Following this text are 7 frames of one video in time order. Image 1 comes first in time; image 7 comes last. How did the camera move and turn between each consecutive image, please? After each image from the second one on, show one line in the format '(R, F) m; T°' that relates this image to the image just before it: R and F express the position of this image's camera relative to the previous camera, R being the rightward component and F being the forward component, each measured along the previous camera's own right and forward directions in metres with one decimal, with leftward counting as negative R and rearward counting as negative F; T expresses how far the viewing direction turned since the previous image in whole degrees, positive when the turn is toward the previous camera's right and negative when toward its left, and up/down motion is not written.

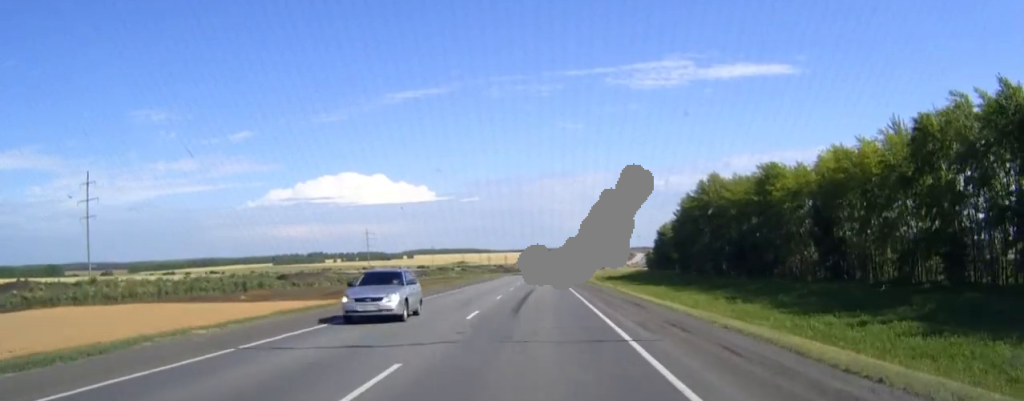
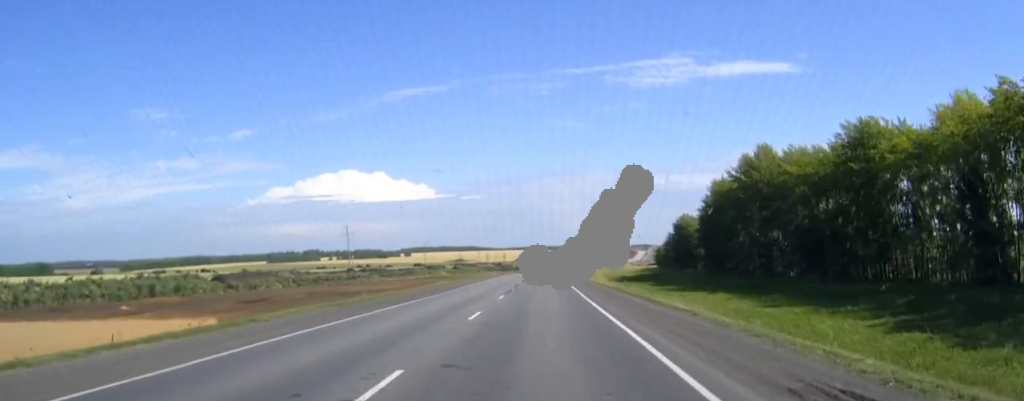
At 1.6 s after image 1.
(-0.1, +36.3) m; 0°
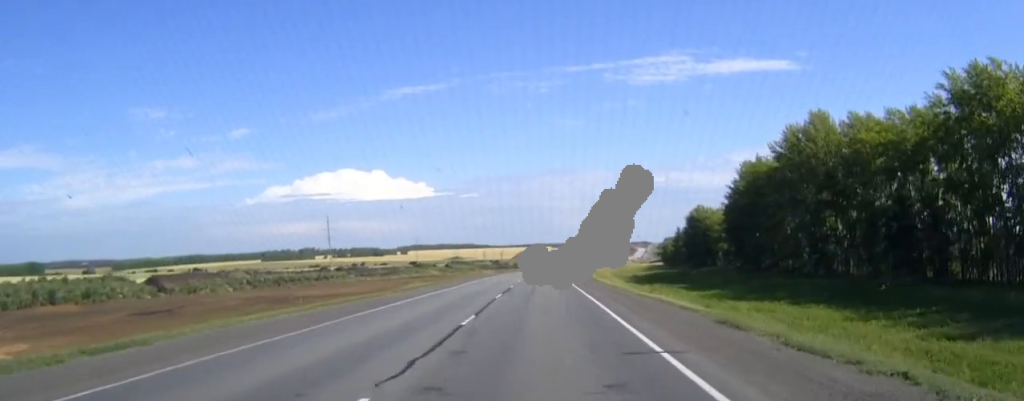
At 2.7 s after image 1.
(0.0, +25.9) m; 0°
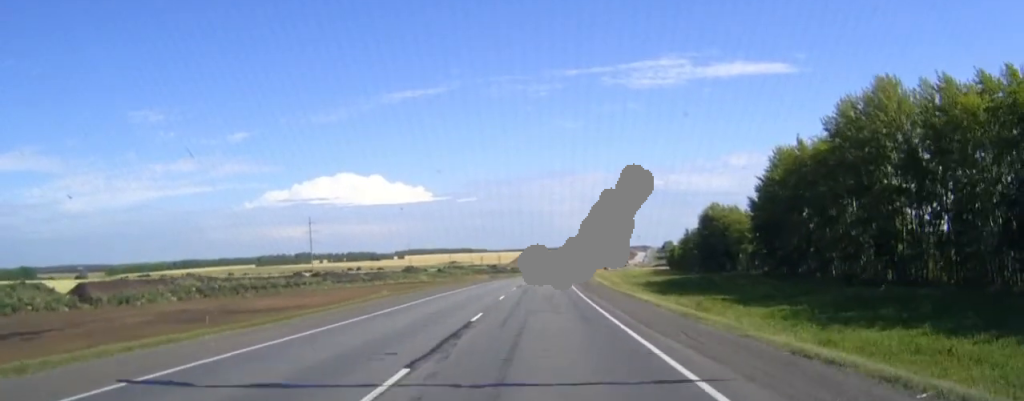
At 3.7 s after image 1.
(0.0, +21.5) m; 0°
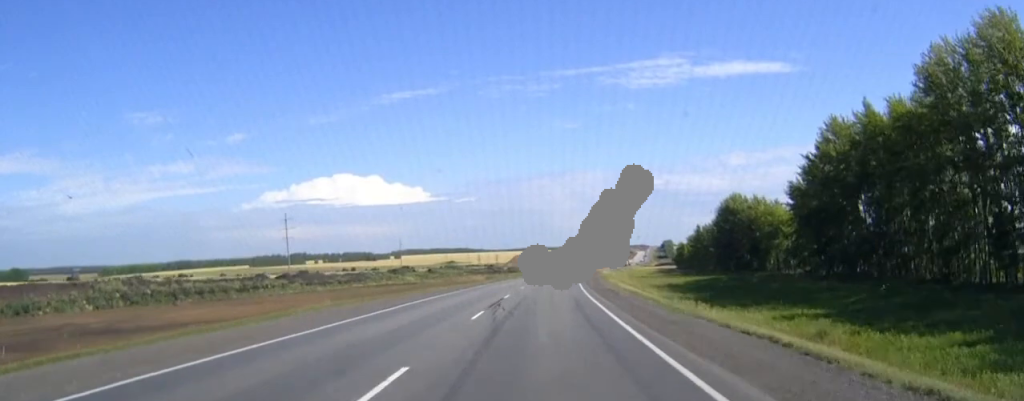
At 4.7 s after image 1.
(0.0, +23.9) m; 0°
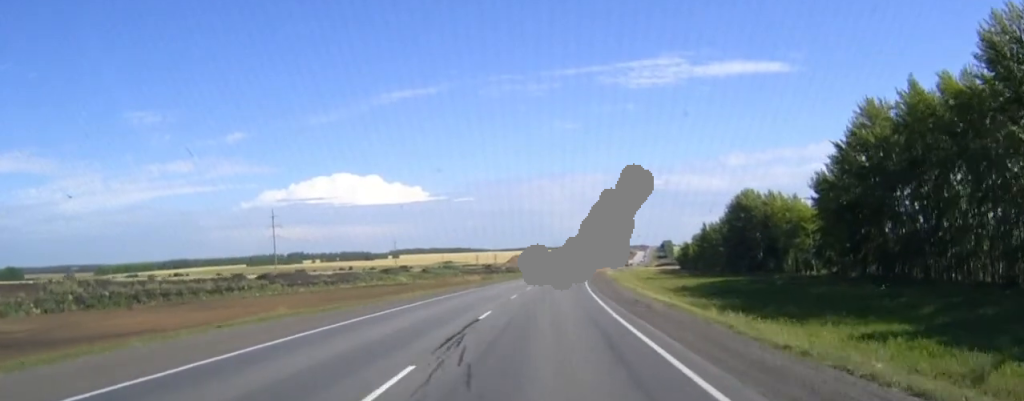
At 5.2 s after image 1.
(0.0, +11.6) m; 0°
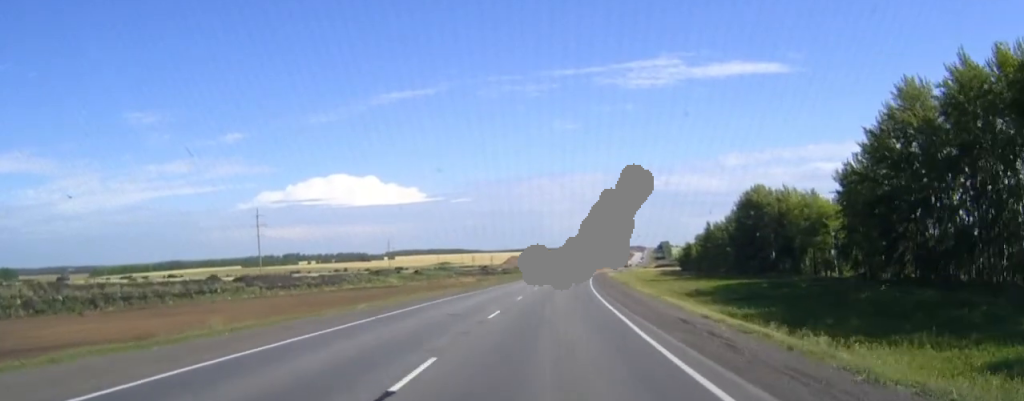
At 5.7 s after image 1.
(0.0, +10.8) m; 0°
